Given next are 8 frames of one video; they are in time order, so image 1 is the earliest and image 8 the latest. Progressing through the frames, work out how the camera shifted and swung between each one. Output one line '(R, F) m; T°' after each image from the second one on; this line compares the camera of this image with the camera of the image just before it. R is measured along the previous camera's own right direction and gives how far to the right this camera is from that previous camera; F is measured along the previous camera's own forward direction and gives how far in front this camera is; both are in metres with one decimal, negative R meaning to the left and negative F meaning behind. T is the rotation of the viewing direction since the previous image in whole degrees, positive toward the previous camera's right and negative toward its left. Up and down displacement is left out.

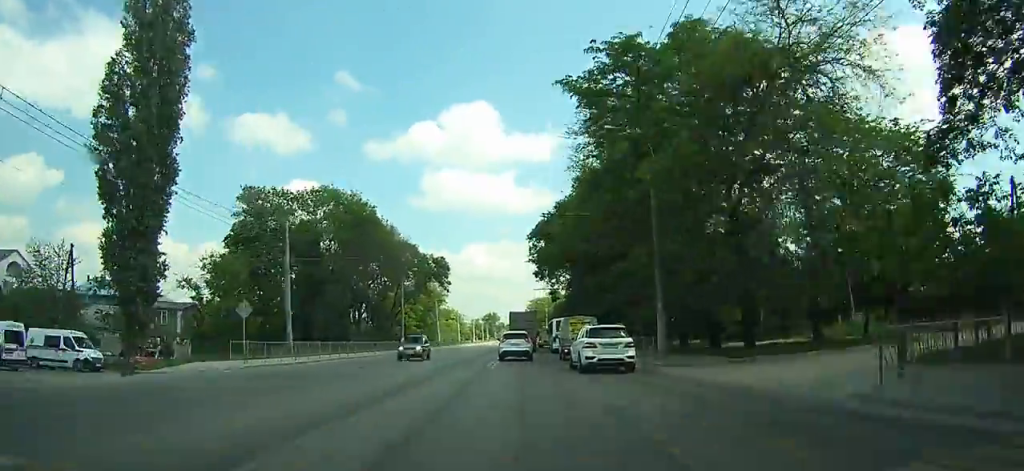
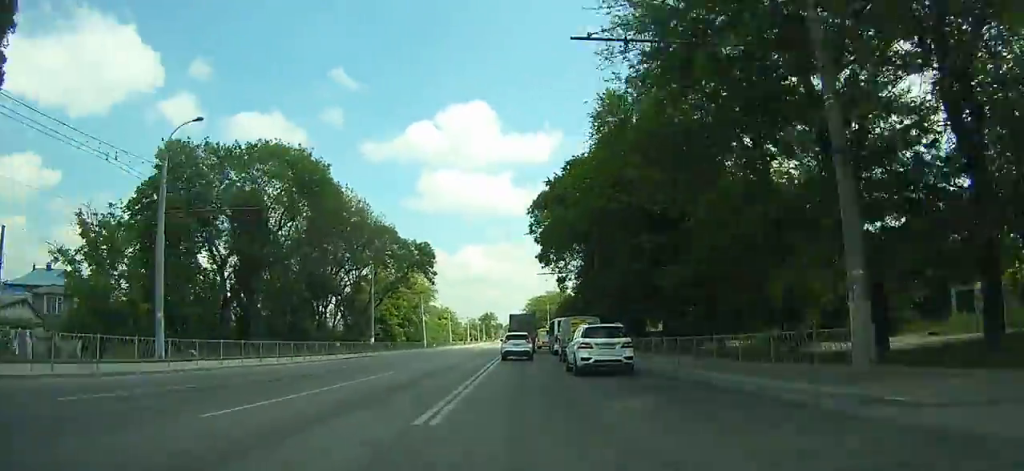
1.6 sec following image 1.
(0.0, +15.6) m; +1°
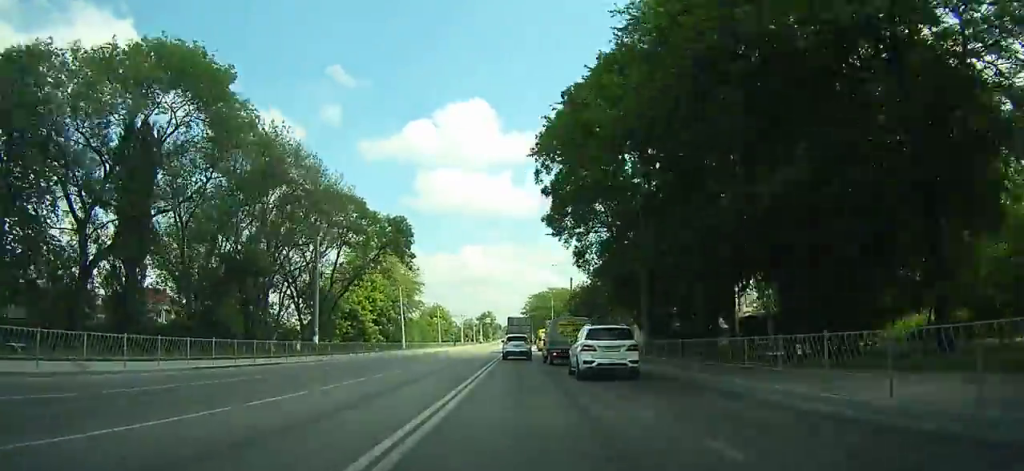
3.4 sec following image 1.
(+0.2, +18.7) m; 0°
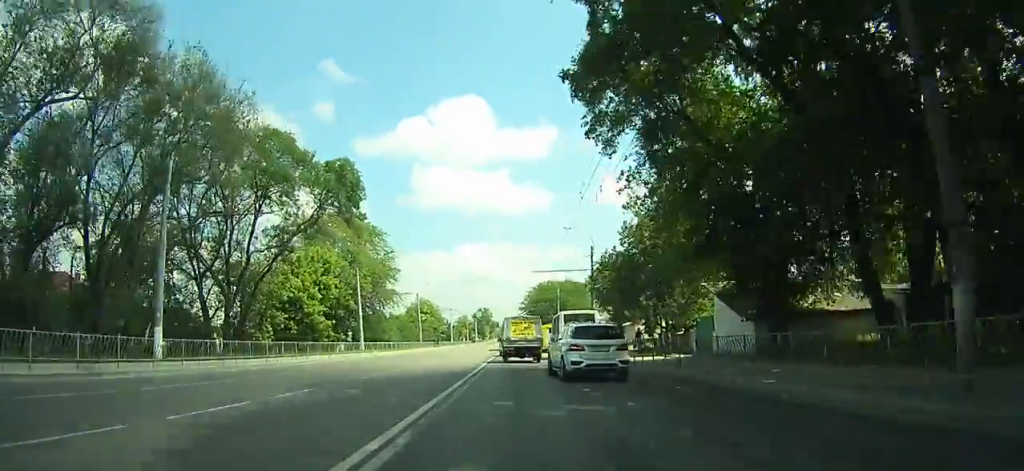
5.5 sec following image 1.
(+0.1, +22.1) m; 0°
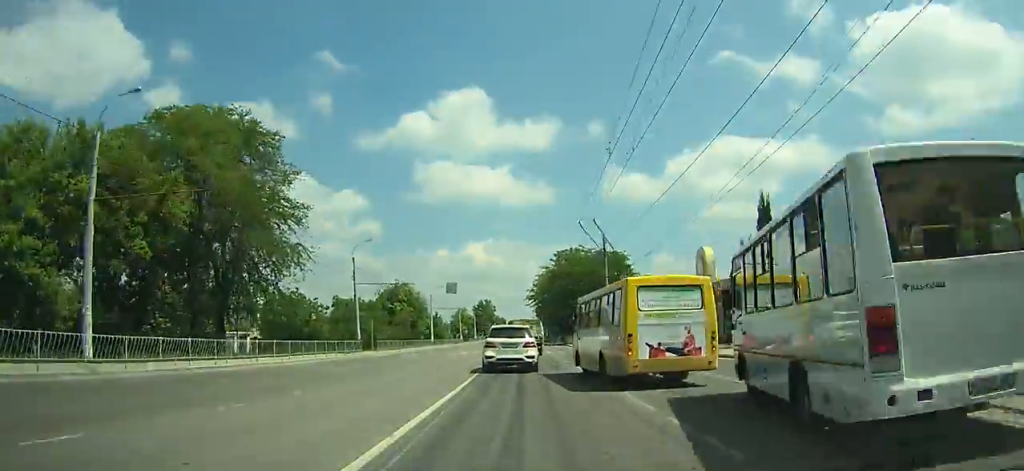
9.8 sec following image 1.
(-0.5, +46.9) m; 0°
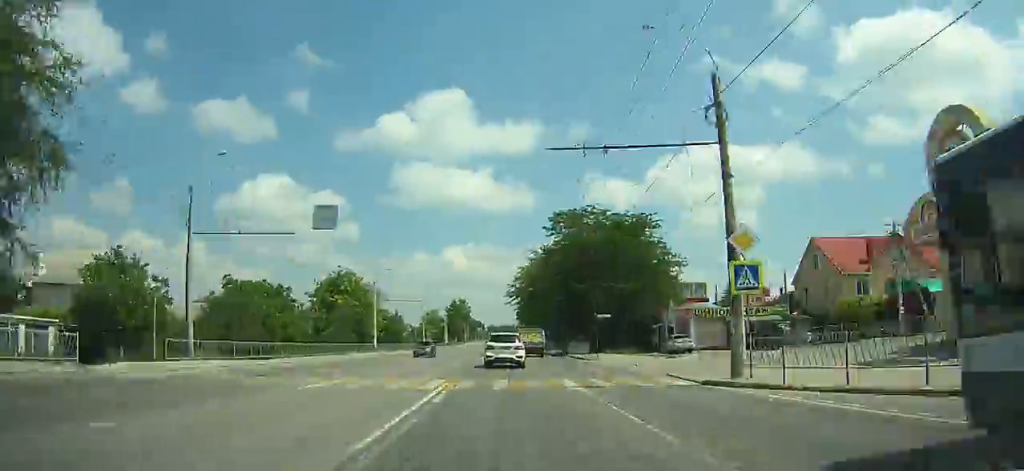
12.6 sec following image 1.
(+0.6, +31.9) m; +2°
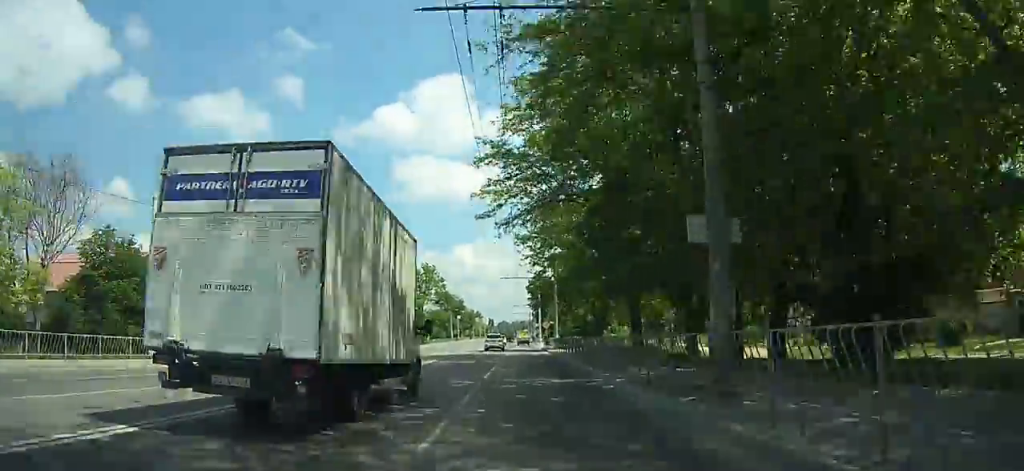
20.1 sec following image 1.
(+0.1, +94.5) m; -2°
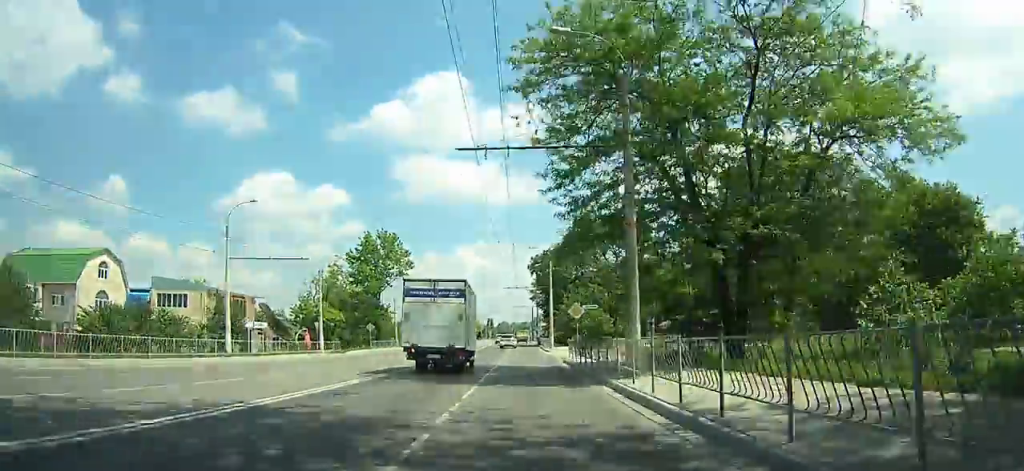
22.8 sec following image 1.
(-0.6, +37.5) m; -1°
